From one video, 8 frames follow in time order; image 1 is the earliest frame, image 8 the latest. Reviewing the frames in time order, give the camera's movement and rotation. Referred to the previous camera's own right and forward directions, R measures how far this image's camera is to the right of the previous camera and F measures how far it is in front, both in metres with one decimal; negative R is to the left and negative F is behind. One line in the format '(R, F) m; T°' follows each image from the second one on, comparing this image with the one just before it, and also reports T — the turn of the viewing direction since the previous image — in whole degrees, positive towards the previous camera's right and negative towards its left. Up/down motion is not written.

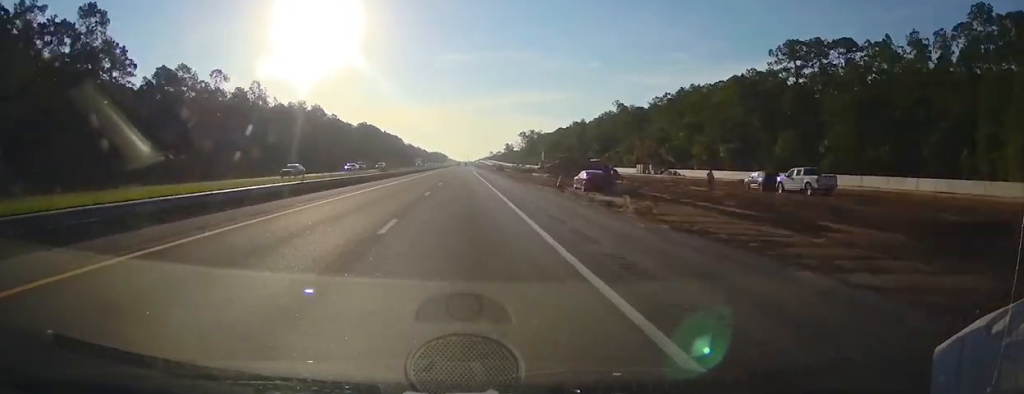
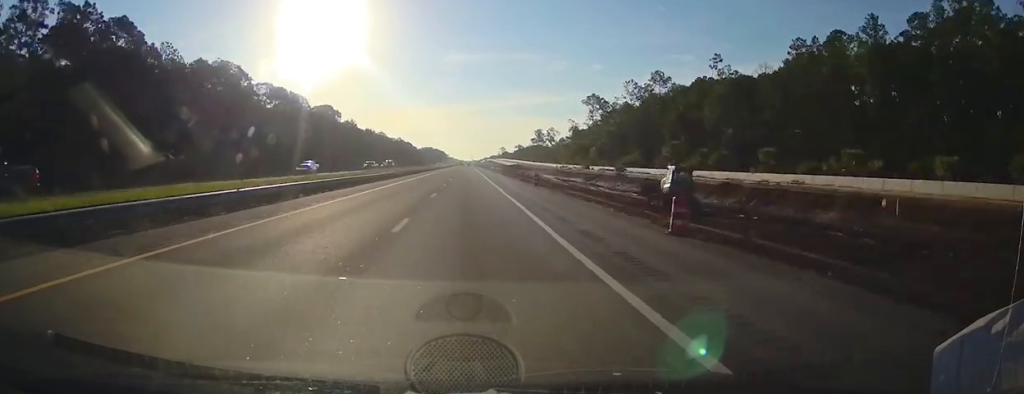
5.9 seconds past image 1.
(-1.7, +195.0) m; -1°
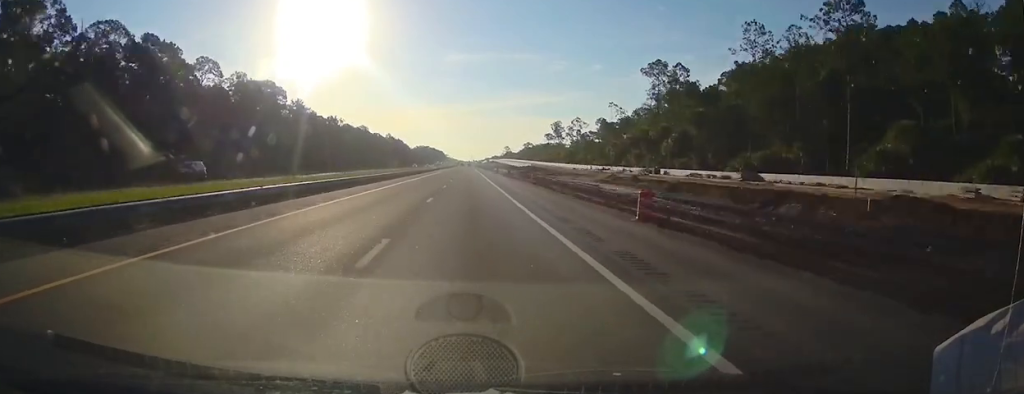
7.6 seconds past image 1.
(0.0, +58.0) m; 0°
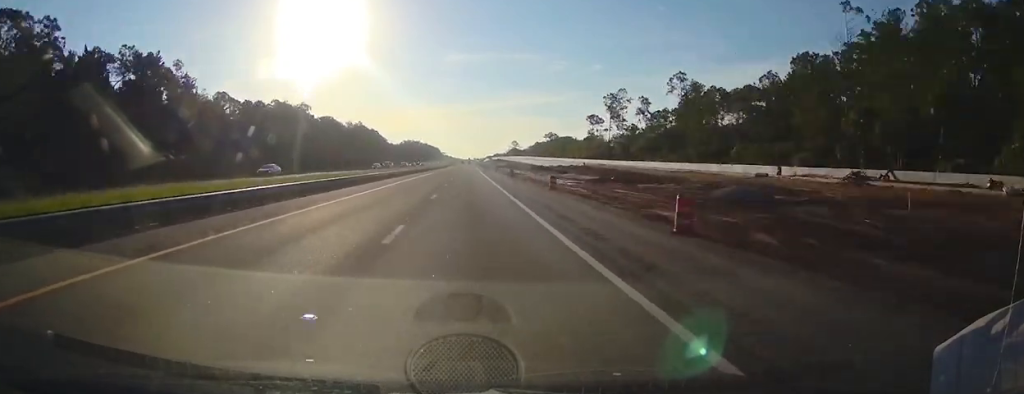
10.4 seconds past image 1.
(0.0, +93.8) m; 0°
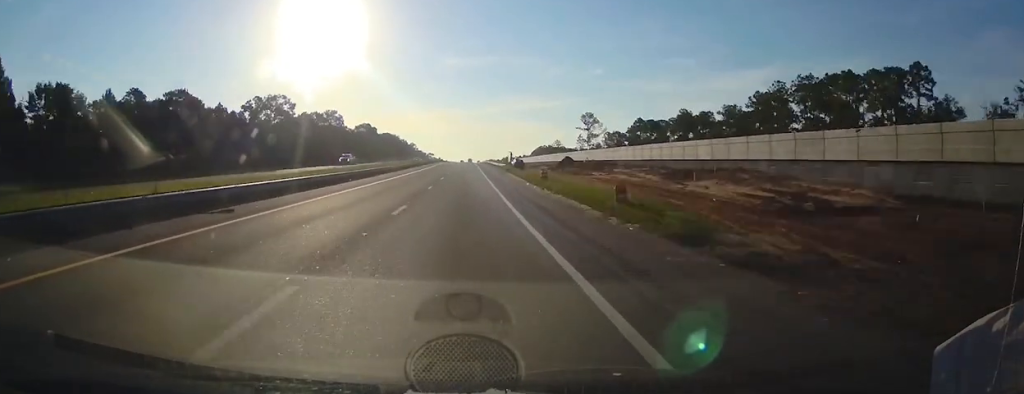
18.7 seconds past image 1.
(+0.1, +276.3) m; 0°
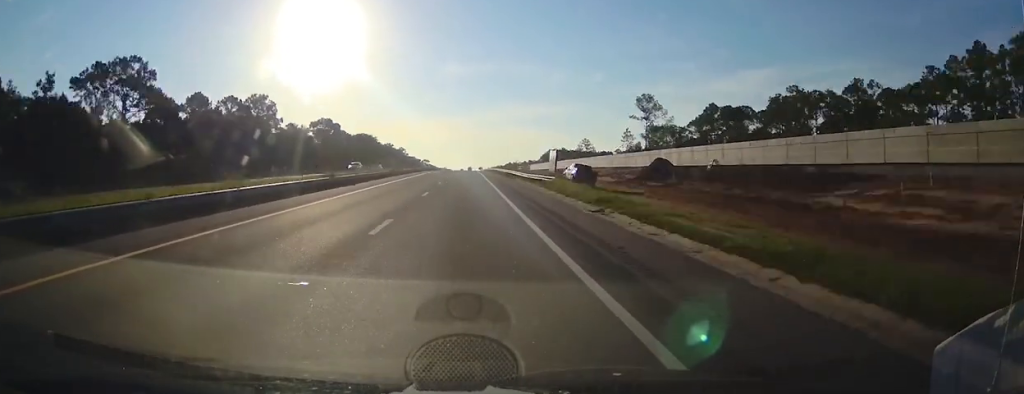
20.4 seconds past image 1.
(-0.5, +57.4) m; 0°
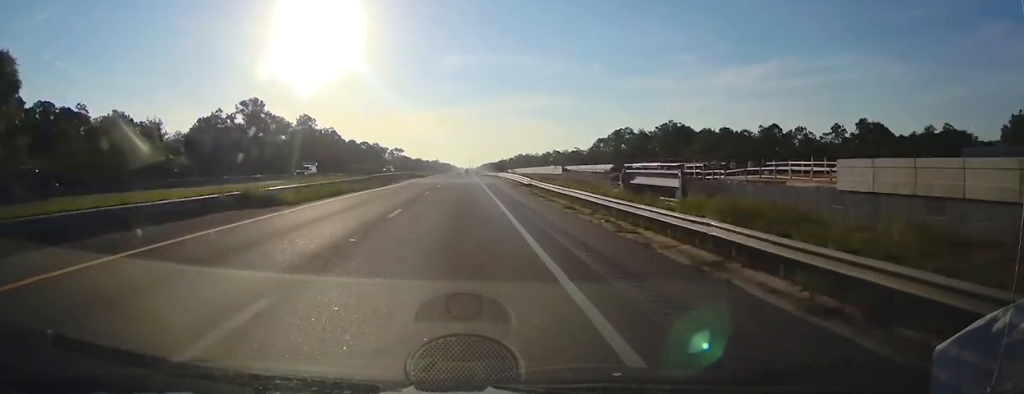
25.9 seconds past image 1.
(+1.1, +180.9) m; 0°
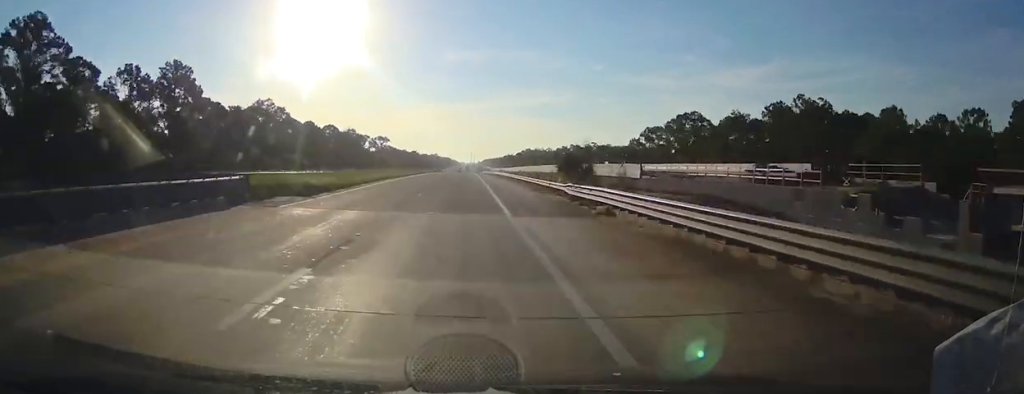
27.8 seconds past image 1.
(-0.2, +62.0) m; 0°
